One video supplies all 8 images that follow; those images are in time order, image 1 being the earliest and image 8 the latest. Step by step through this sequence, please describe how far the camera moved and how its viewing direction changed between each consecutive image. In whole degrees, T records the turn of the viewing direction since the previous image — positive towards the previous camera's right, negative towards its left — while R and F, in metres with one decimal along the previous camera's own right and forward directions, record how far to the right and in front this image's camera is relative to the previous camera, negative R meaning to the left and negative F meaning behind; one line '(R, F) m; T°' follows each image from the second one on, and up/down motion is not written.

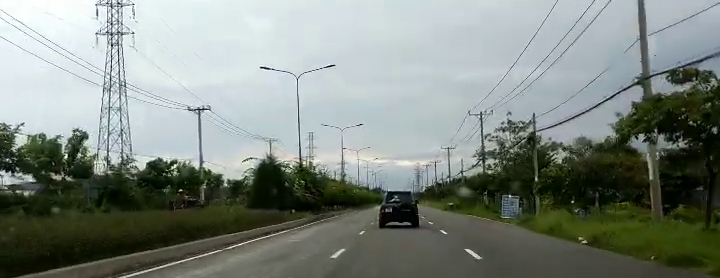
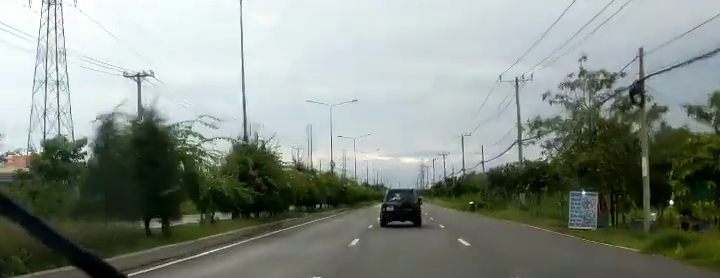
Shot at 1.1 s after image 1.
(-0.4, +19.3) m; 0°
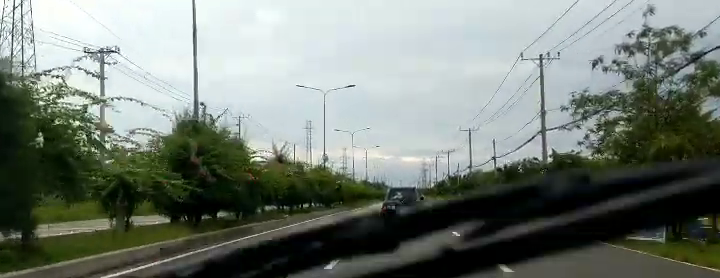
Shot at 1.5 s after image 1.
(0.0, +7.9) m; +1°
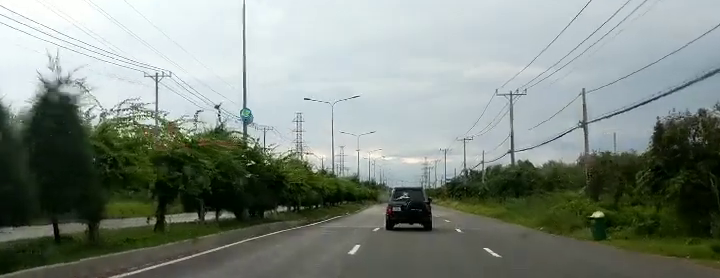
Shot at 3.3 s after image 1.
(+0.4, +32.7) m; 0°
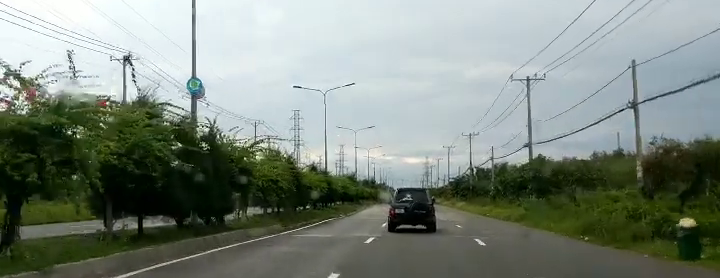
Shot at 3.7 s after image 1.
(0.0, +7.4) m; -1°
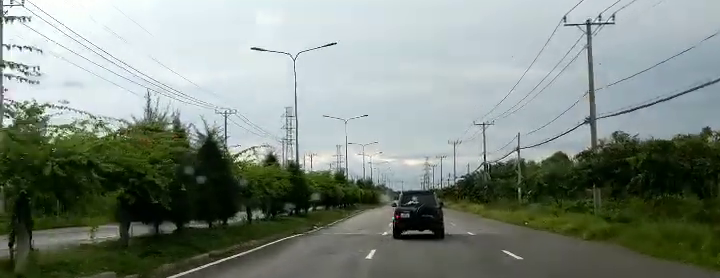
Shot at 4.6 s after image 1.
(-0.3, +16.7) m; -1°
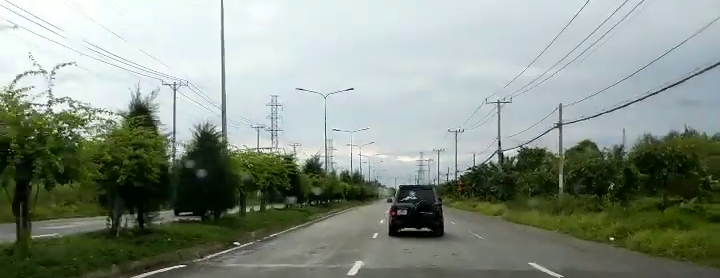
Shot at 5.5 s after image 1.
(+0.1, +16.8) m; +1°
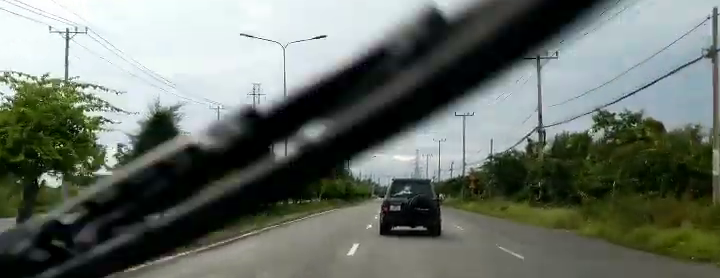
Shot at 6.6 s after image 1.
(+0.2, +20.8) m; +2°
